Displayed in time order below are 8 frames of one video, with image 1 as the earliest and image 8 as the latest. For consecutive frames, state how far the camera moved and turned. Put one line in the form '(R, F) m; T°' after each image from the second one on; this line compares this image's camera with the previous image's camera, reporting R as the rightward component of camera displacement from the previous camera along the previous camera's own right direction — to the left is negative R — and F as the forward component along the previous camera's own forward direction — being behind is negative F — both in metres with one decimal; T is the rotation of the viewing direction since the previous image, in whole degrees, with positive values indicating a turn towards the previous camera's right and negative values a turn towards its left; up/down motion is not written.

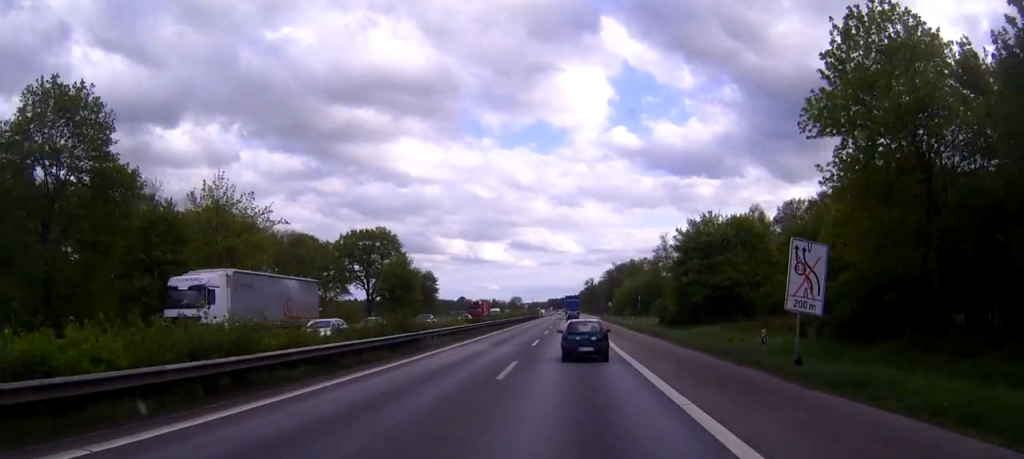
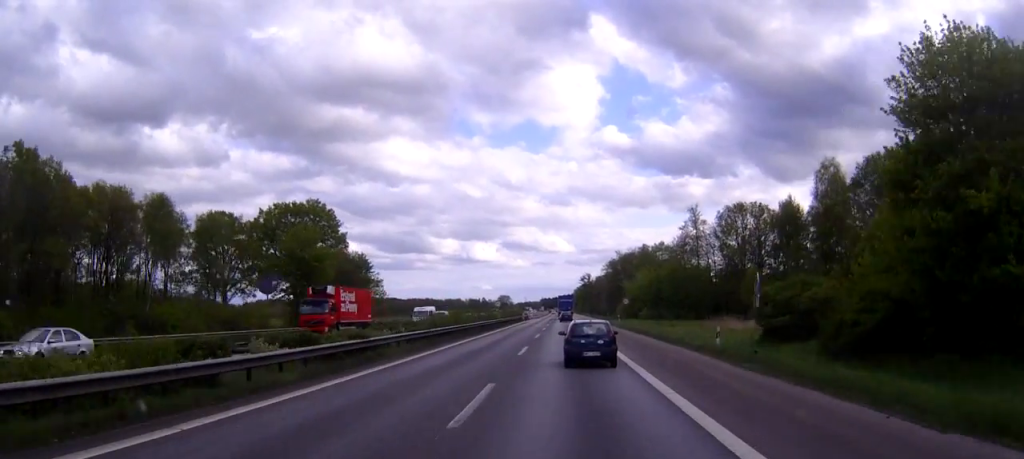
(+0.3, +43.3) m; +1°
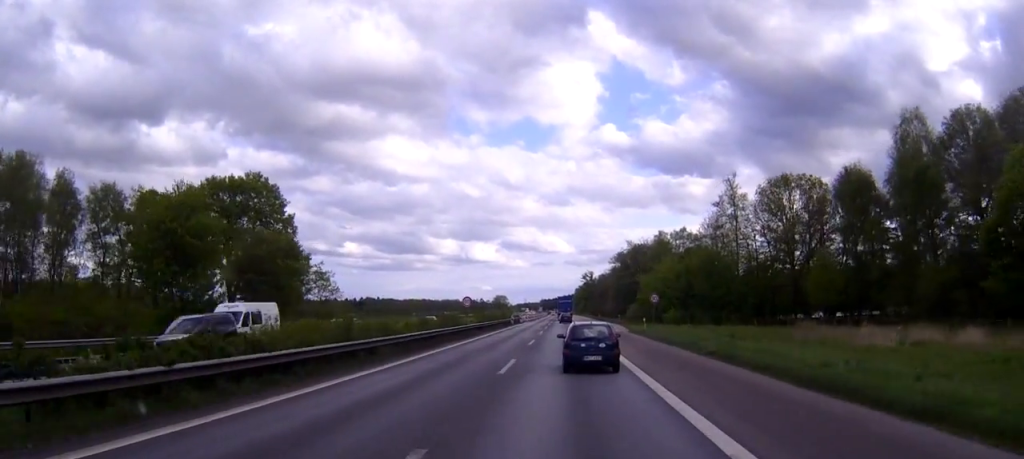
(+0.1, +26.1) m; 0°
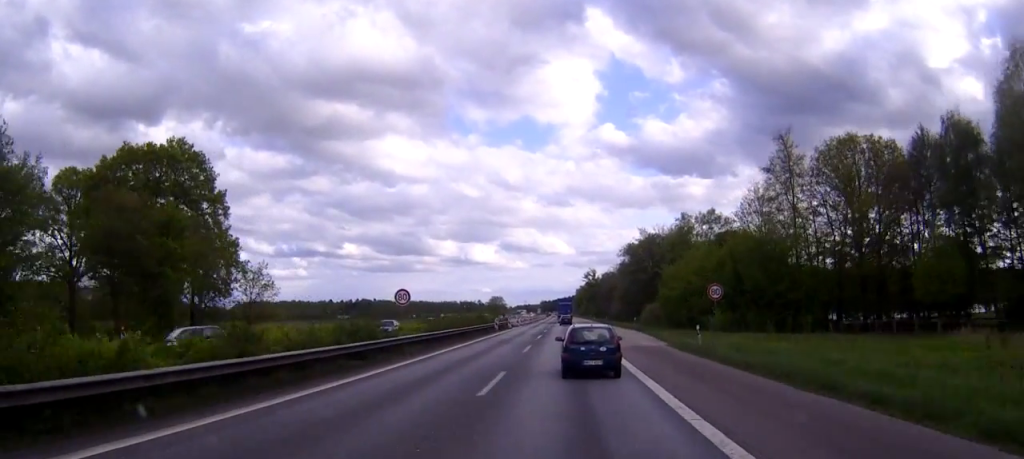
(0.0, +22.8) m; 0°
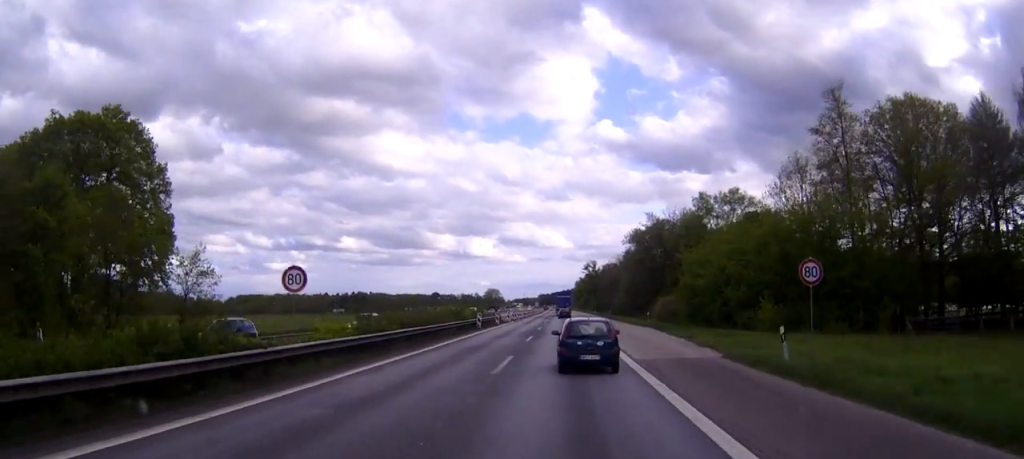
(0.0, +13.8) m; 0°
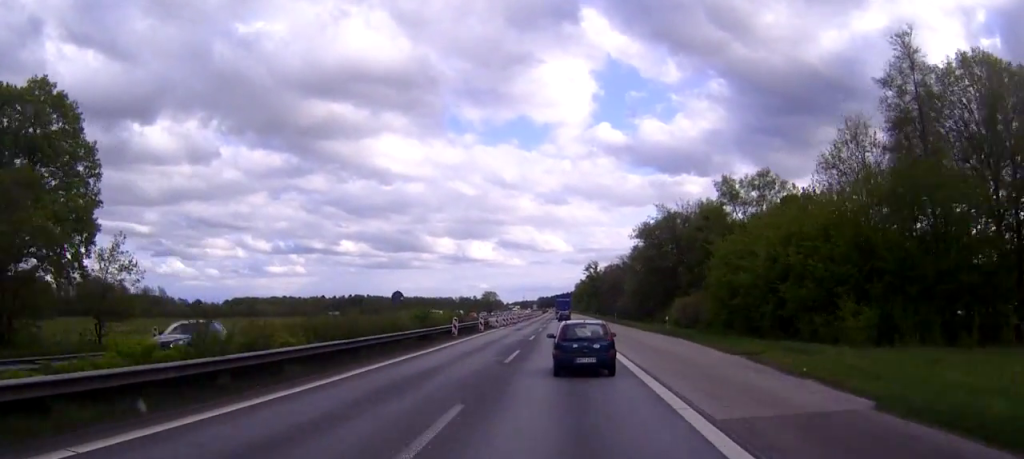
(0.0, +13.0) m; 0°
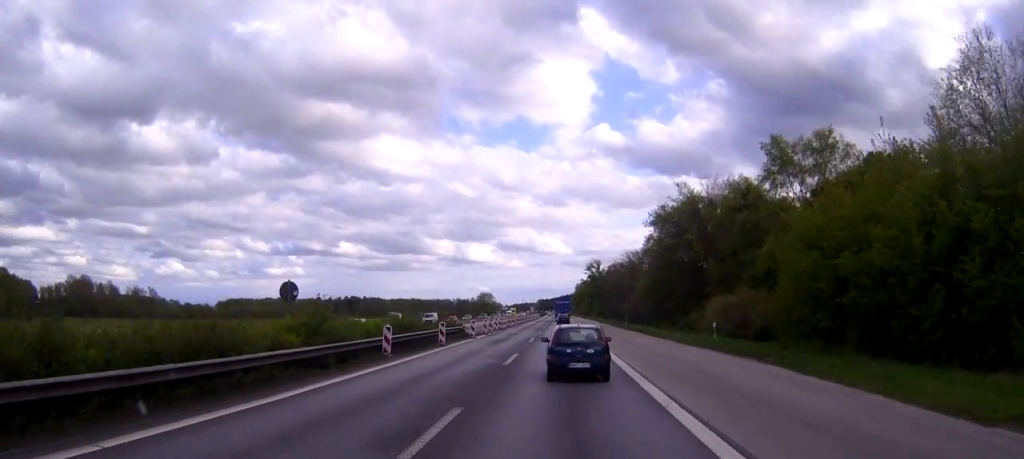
(0.0, +17.8) m; 0°
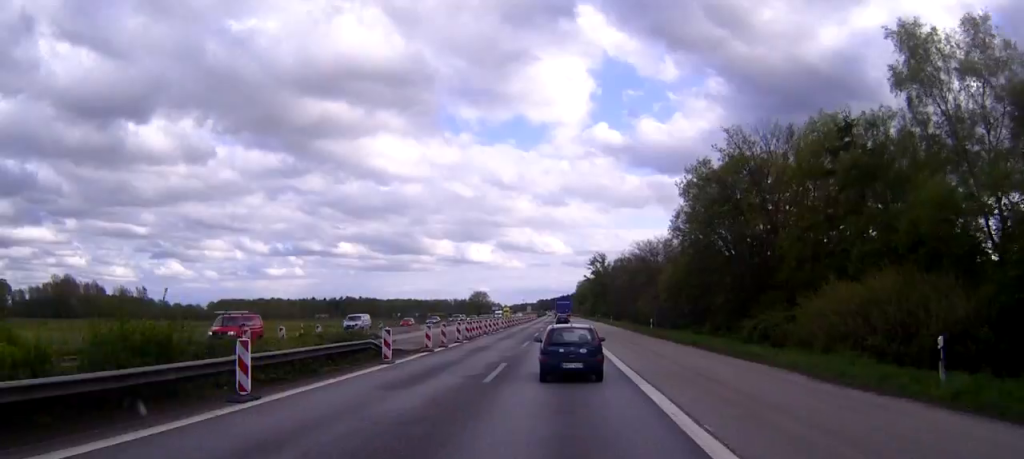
(0.0, +24.1) m; 0°
